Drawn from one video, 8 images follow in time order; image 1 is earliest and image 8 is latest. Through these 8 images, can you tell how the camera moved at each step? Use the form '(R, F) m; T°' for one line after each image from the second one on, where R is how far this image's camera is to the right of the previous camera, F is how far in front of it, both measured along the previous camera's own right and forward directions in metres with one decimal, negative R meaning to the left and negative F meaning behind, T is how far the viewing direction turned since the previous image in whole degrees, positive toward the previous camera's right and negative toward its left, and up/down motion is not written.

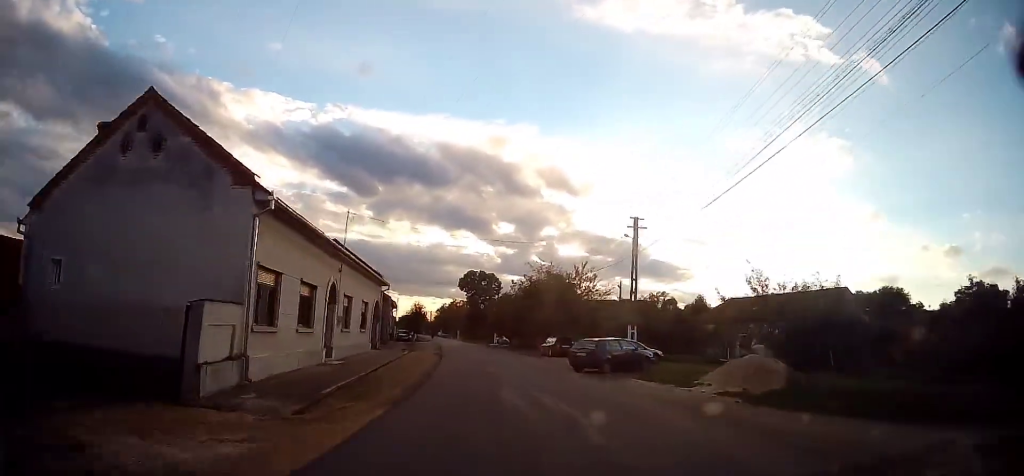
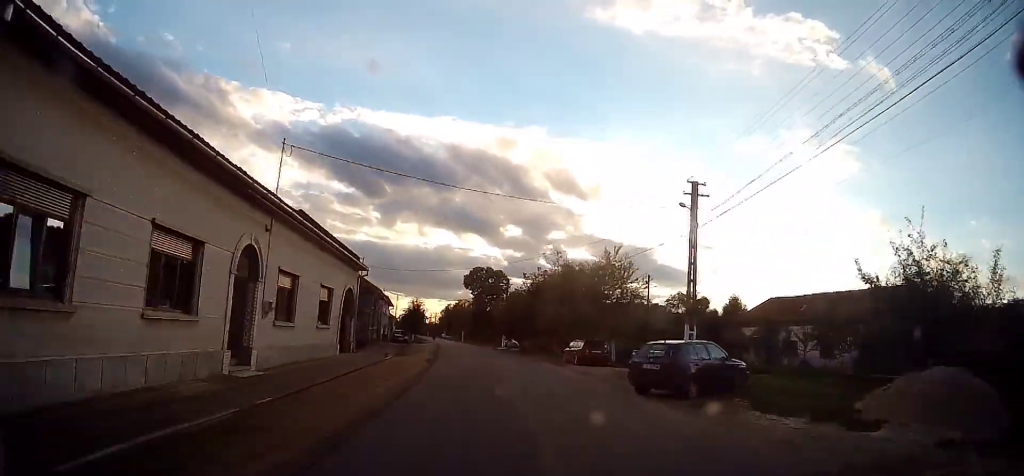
(-0.2, +8.4) m; -2°
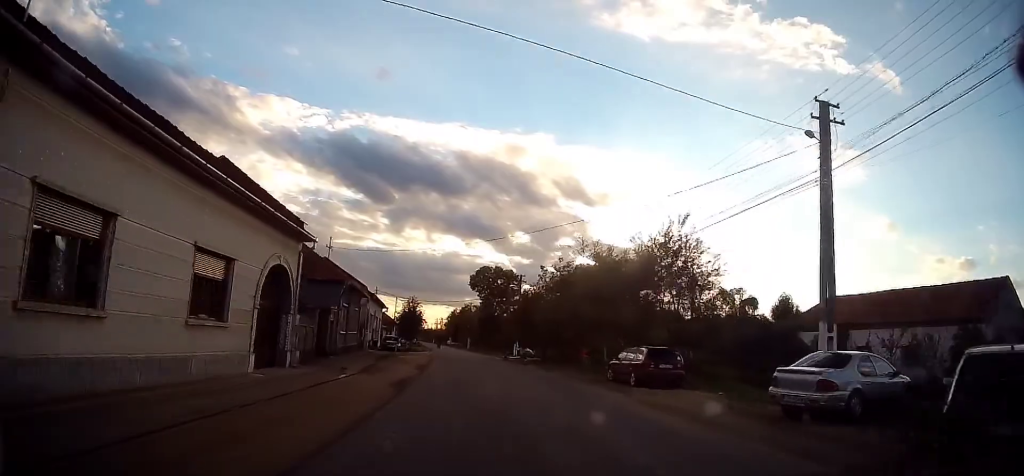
(-0.1, +9.8) m; -2°
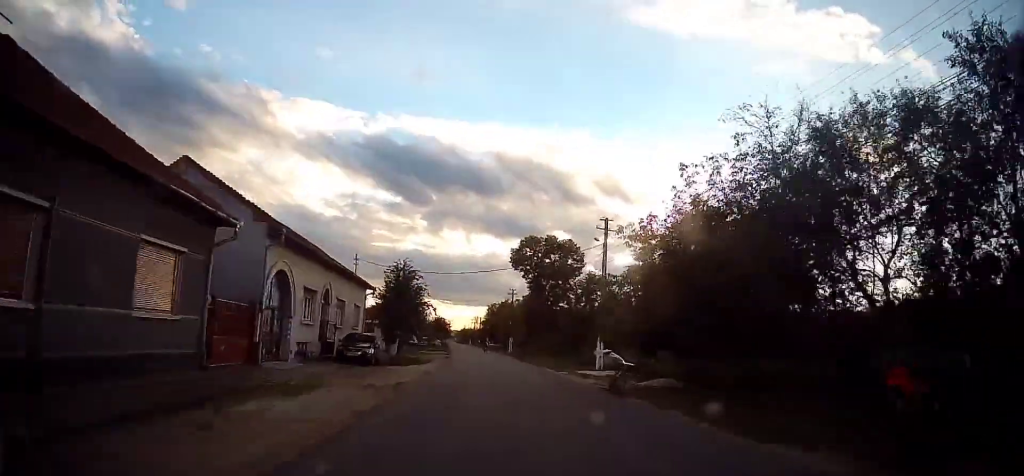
(-0.9, +25.0) m; -3°
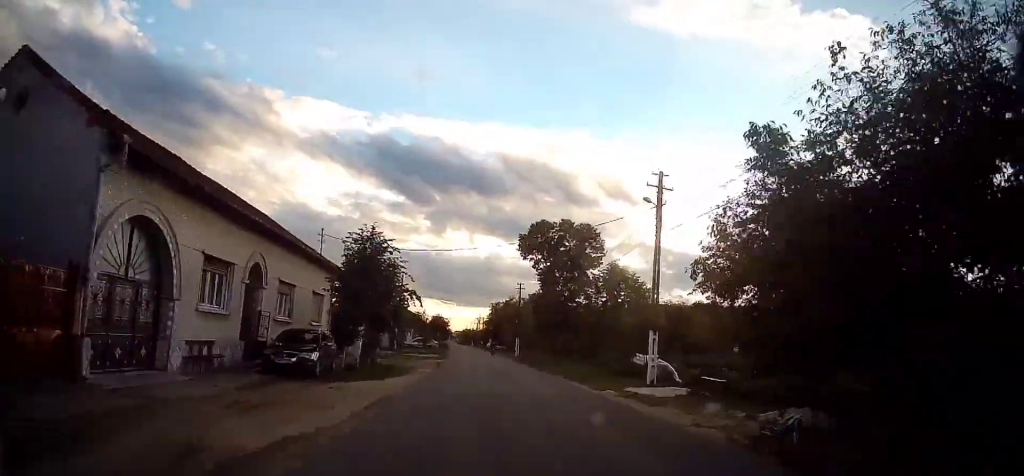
(-0.1, +8.8) m; 0°
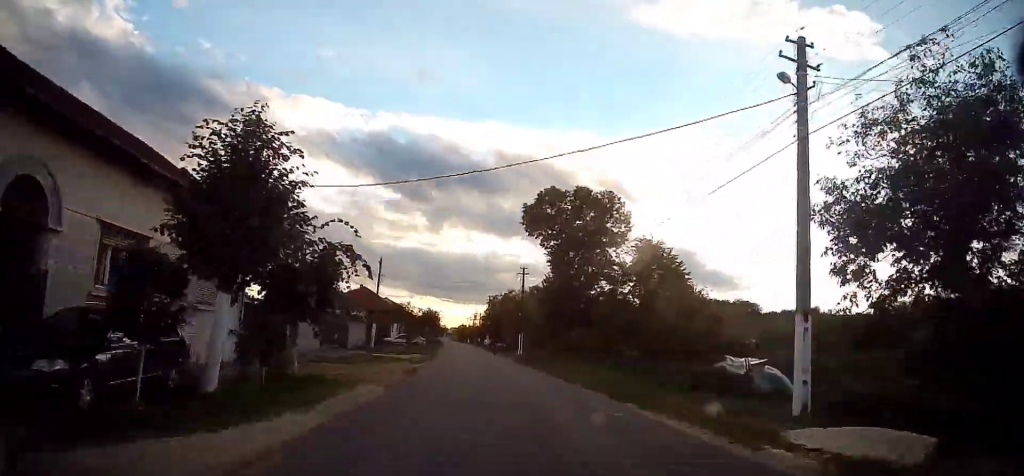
(0.0, +10.3) m; -1°
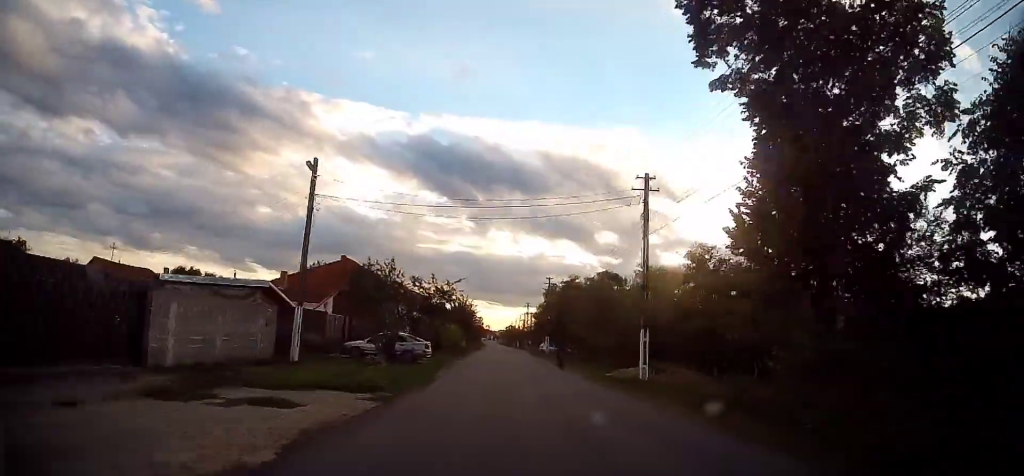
(-0.7, +27.6) m; -4°
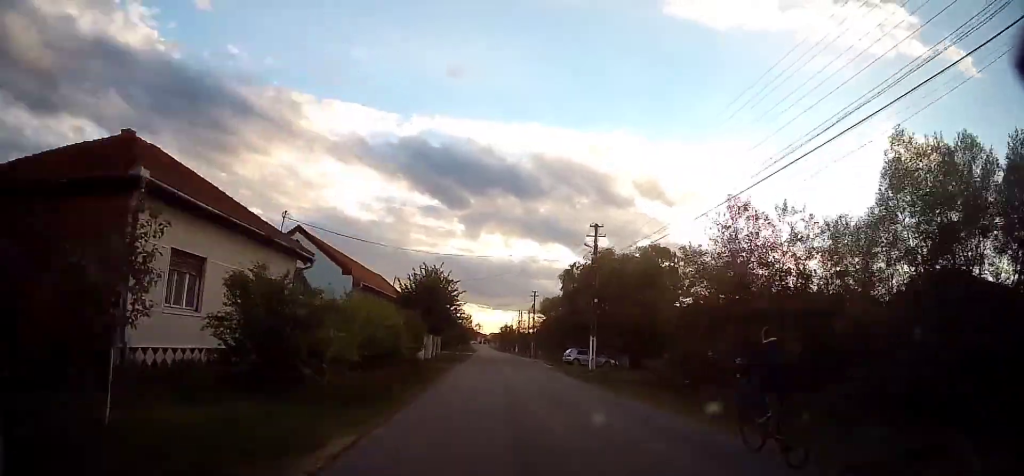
(-0.7, +27.4) m; 0°
